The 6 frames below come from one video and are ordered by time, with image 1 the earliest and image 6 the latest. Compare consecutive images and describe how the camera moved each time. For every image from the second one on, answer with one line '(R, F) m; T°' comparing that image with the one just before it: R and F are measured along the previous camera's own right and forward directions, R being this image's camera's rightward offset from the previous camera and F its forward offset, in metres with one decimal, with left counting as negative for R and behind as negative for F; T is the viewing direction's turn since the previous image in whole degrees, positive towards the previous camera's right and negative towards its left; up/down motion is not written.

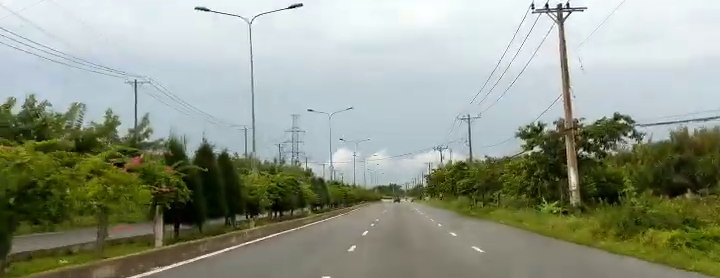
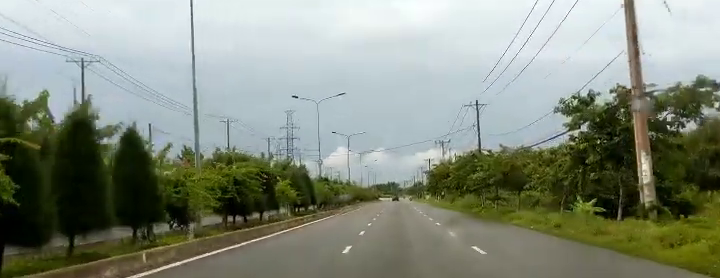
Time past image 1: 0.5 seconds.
(+0.1, +9.7) m; +1°
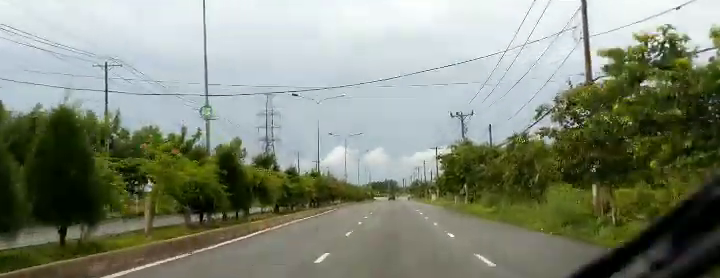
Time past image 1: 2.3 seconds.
(+0.4, +38.6) m; +1°
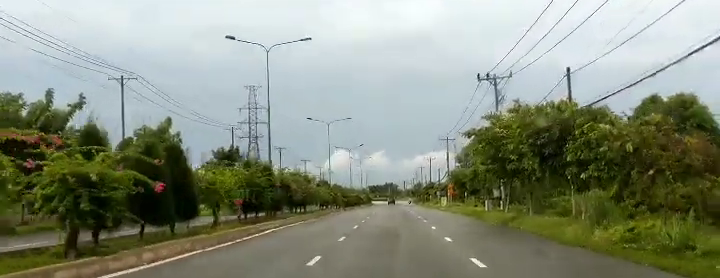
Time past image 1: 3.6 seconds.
(+0.3, +26.5) m; 0°
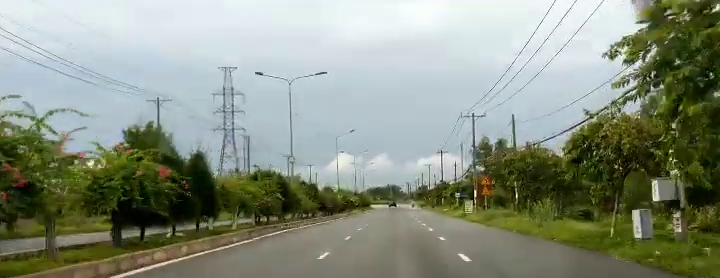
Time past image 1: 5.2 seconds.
(-0.5, +32.1) m; 0°
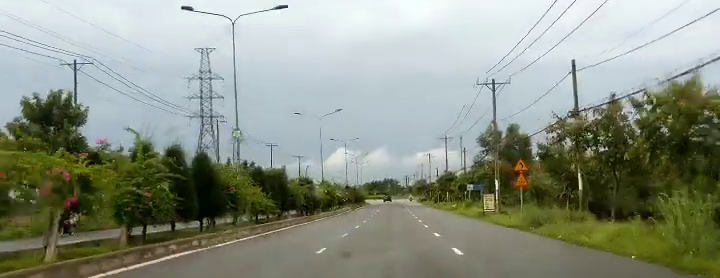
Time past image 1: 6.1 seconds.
(+0.4, +17.0) m; +1°
